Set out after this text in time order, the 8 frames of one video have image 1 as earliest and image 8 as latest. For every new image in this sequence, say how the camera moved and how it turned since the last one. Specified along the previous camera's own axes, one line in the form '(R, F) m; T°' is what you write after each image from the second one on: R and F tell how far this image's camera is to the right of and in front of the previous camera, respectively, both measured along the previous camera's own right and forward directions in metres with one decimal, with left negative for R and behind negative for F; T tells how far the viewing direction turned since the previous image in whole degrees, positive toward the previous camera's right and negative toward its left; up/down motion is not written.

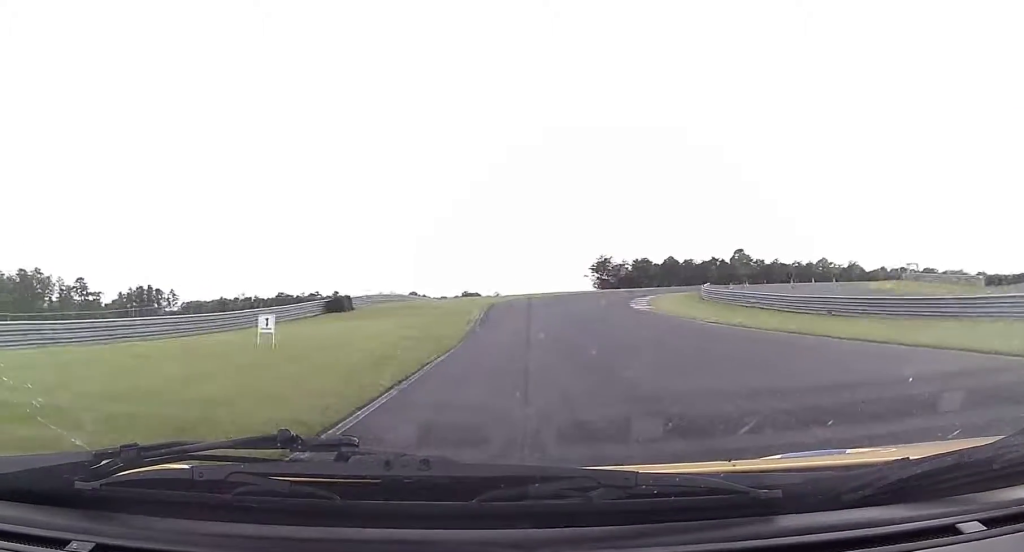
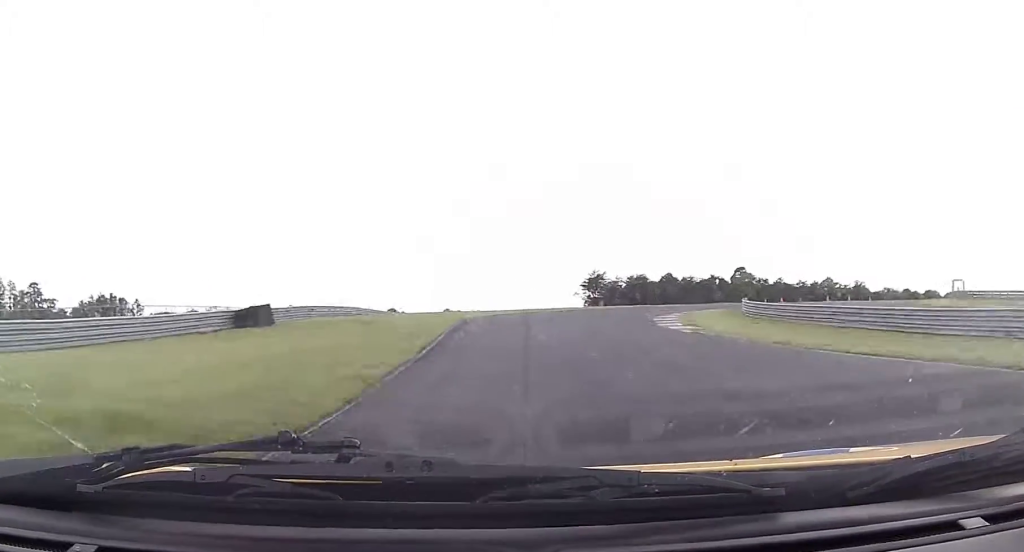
(-0.3, +18.2) m; +3°
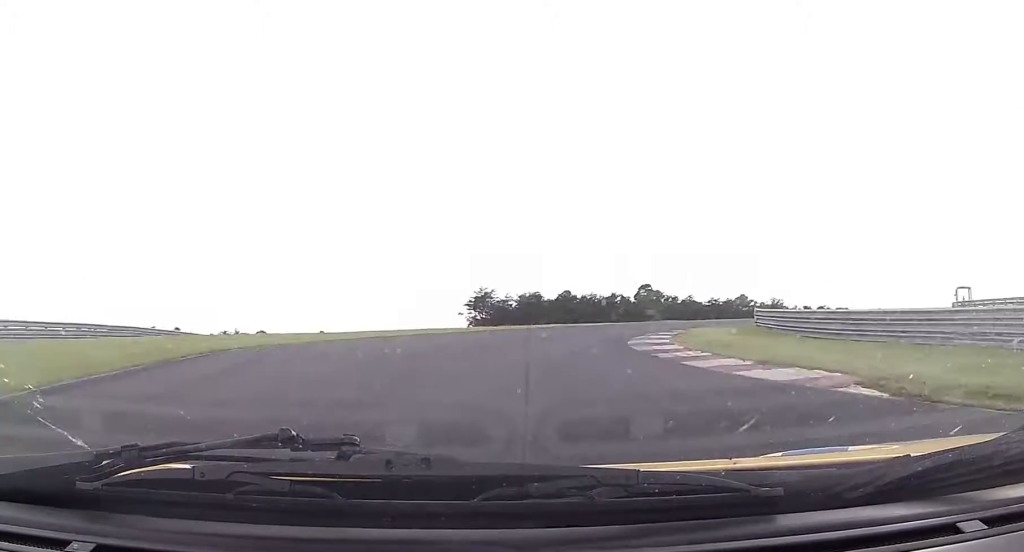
(+2.4, +27.8) m; +11°
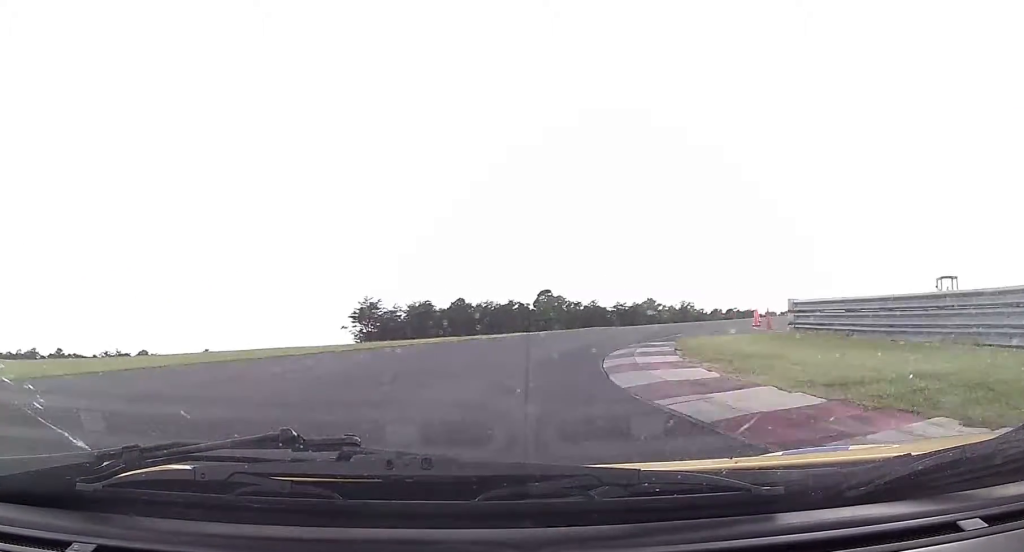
(+1.2, +17.7) m; +8°
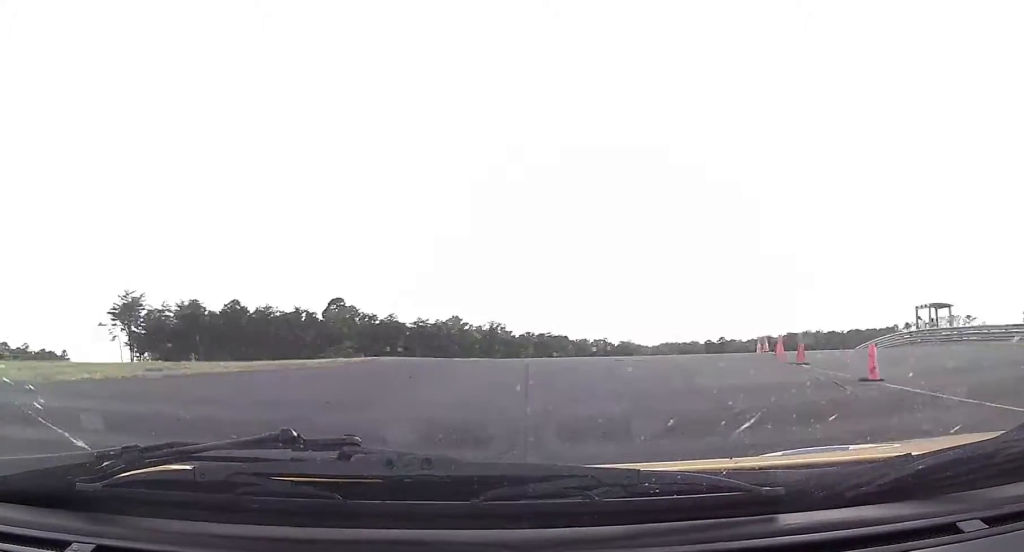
(+3.6, +29.3) m; +13°
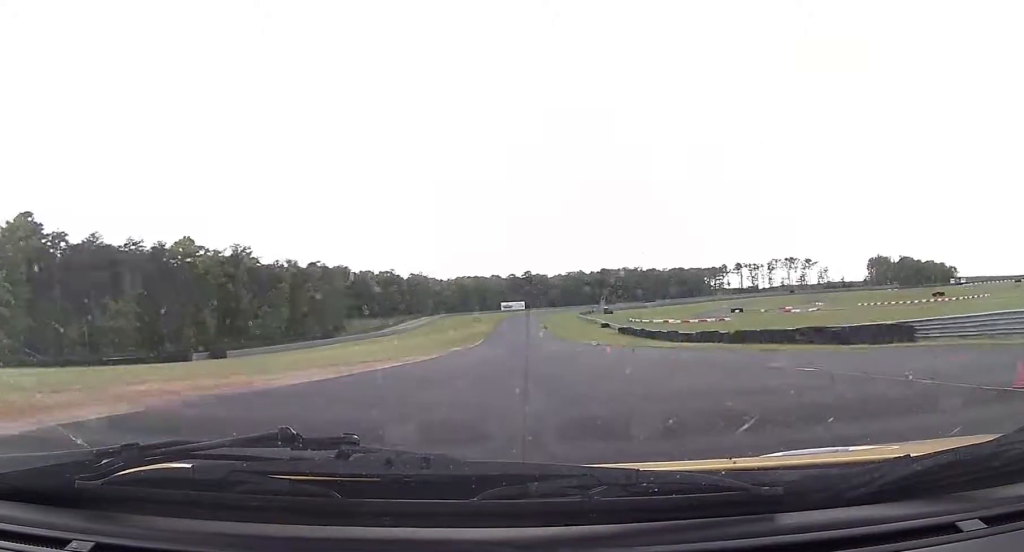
(+5.6, +40.4) m; +11°
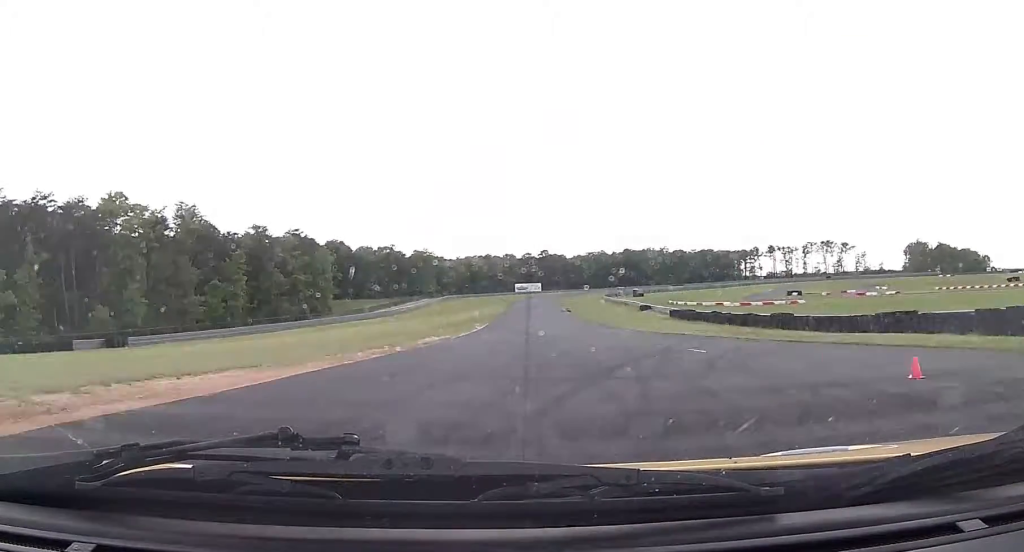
(+1.2, +32.4) m; +2°
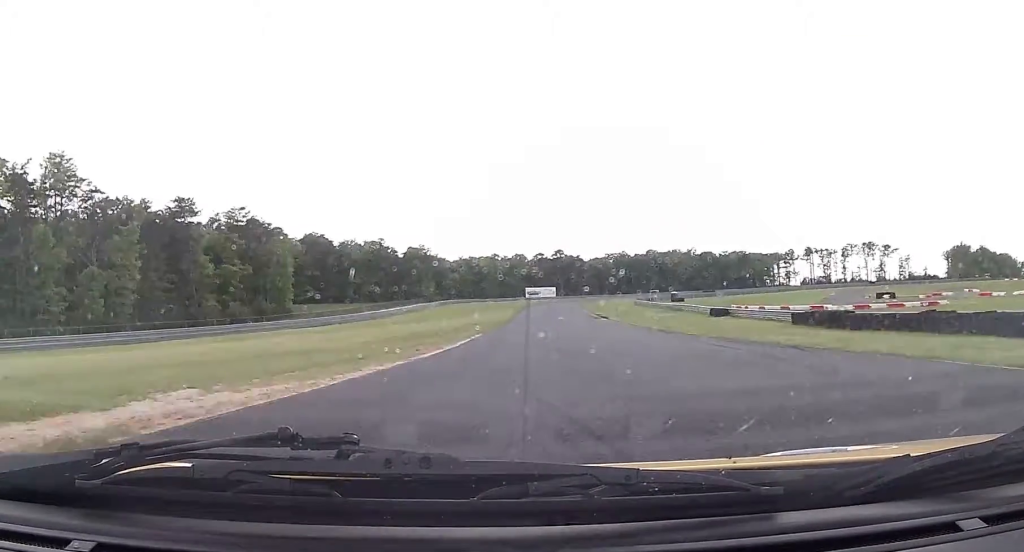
(-0.1, +37.9) m; -1°
